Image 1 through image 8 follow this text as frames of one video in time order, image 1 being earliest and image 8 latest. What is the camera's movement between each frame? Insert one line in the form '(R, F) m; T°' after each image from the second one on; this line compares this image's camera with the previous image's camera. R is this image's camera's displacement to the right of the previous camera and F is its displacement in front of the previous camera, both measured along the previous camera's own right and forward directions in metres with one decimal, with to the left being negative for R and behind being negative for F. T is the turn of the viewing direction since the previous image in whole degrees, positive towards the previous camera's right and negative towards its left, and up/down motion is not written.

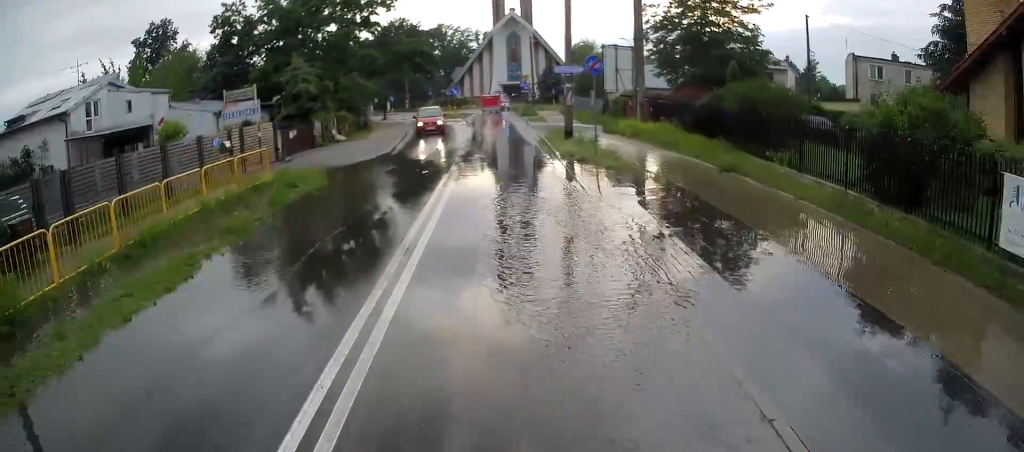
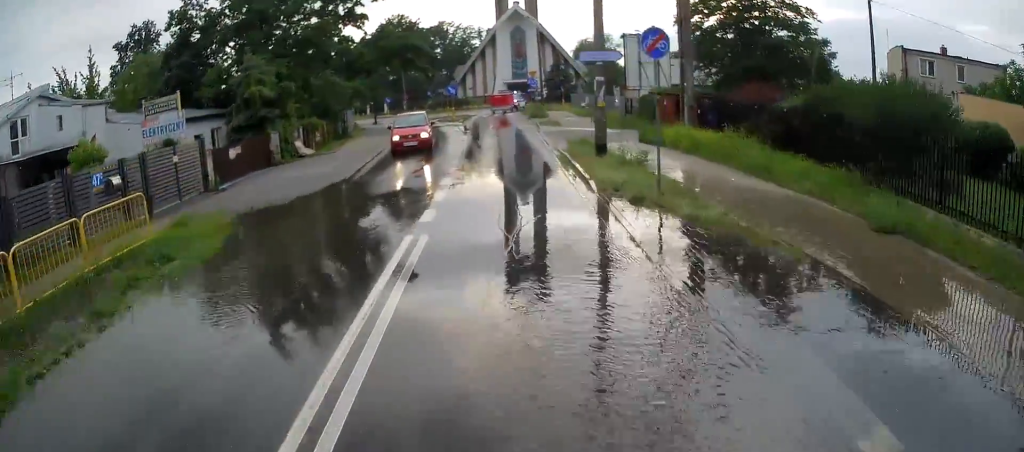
(0.0, +7.7) m; +1°
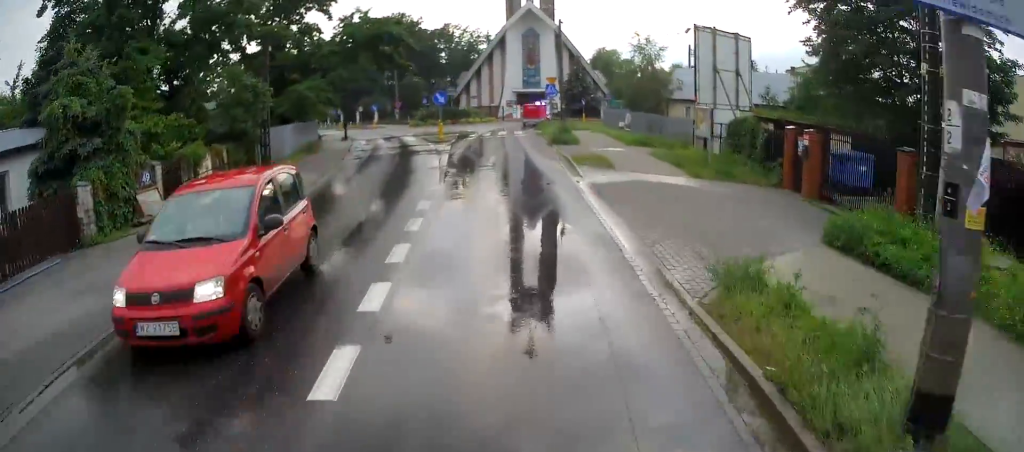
(+0.3, +14.4) m; 0°
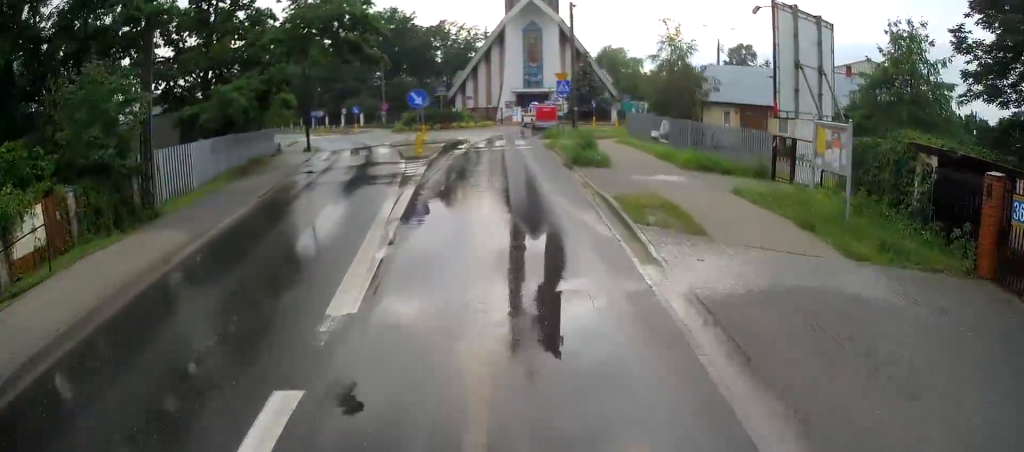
(-0.1, +8.8) m; -2°
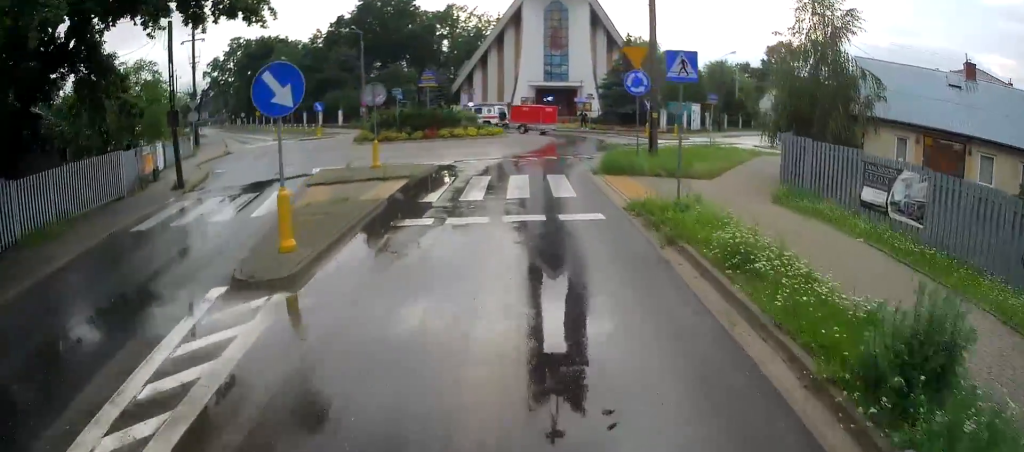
(-0.5, +17.1) m; -1°
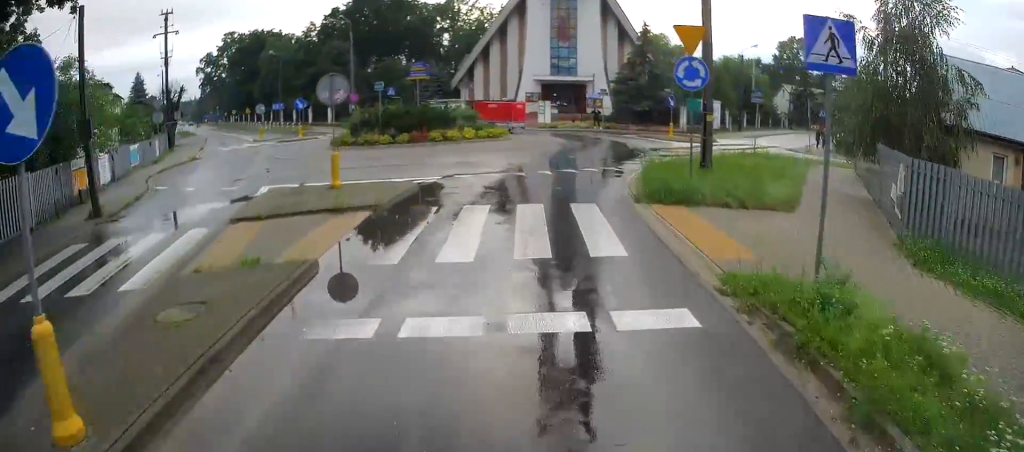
(0.0, +5.4) m; 0°
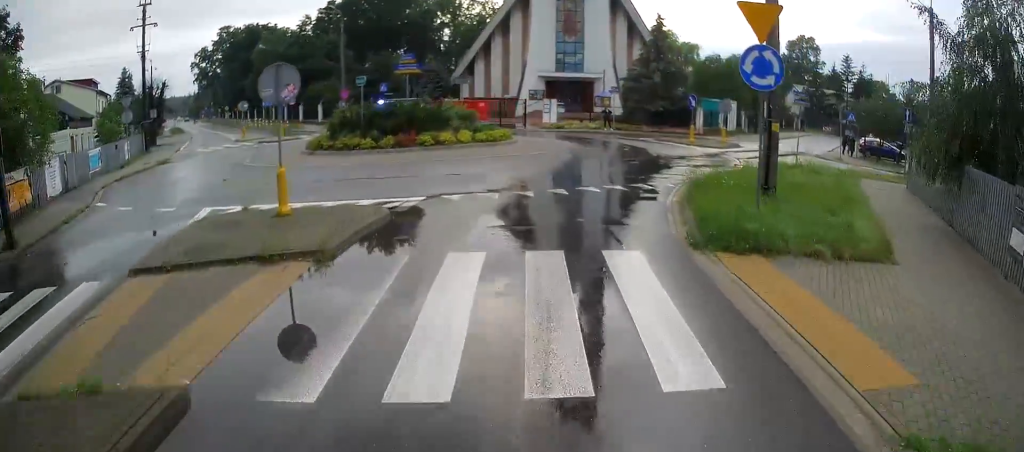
(0.0, +4.1) m; 0°
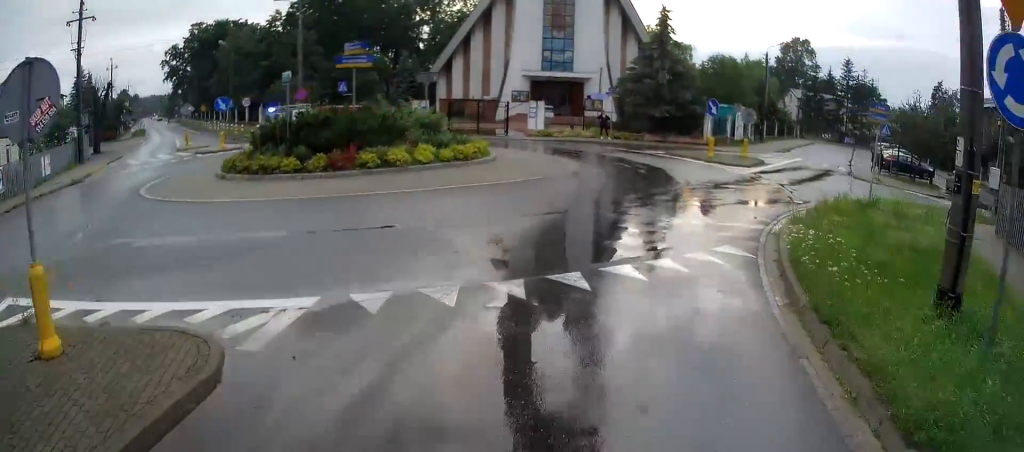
(+0.1, +6.7) m; +2°
